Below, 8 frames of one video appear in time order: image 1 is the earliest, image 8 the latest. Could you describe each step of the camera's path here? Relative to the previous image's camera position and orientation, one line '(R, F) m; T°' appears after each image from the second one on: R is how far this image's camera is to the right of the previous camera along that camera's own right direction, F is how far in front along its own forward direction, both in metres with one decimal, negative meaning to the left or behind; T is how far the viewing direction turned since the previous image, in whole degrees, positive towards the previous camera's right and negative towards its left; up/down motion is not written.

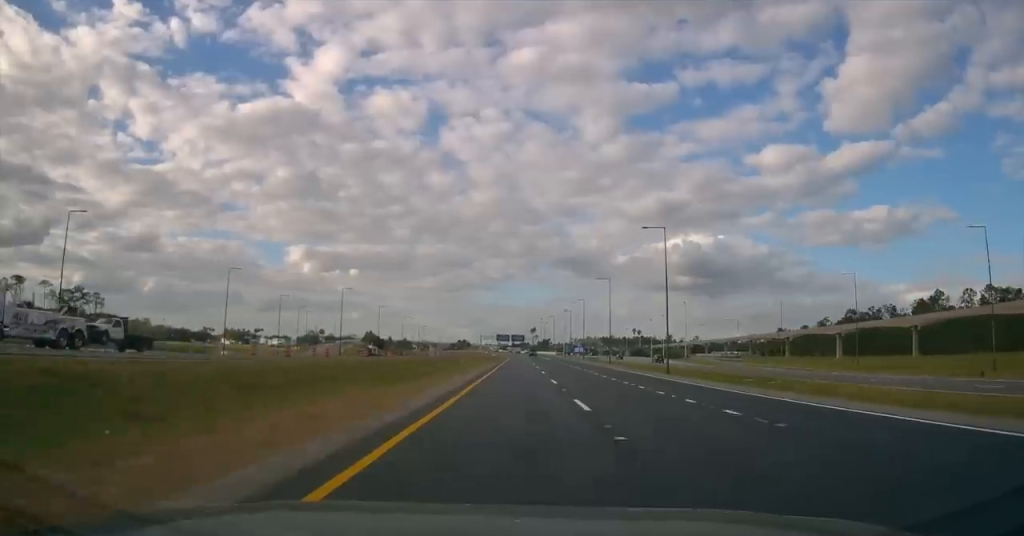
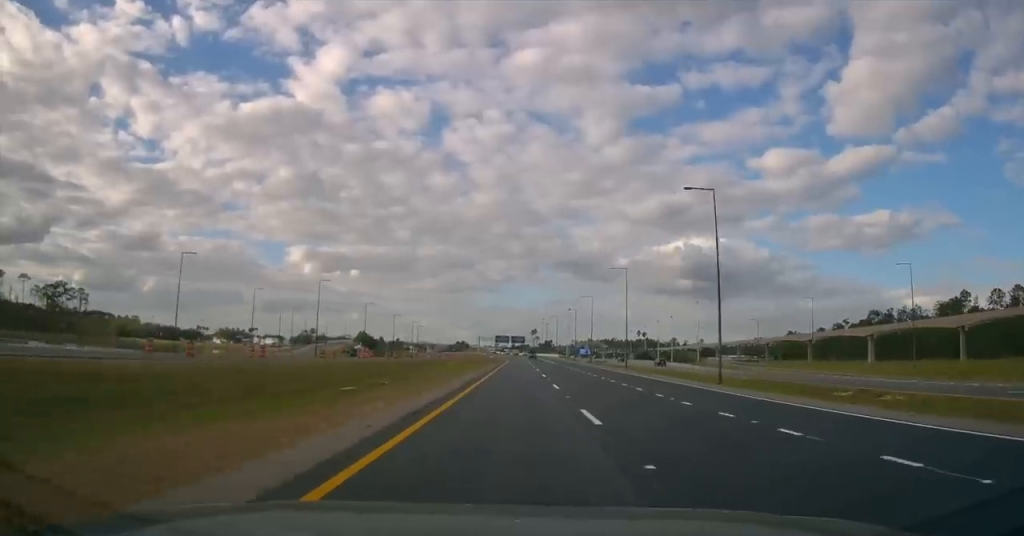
(0.0, +14.3) m; 0°
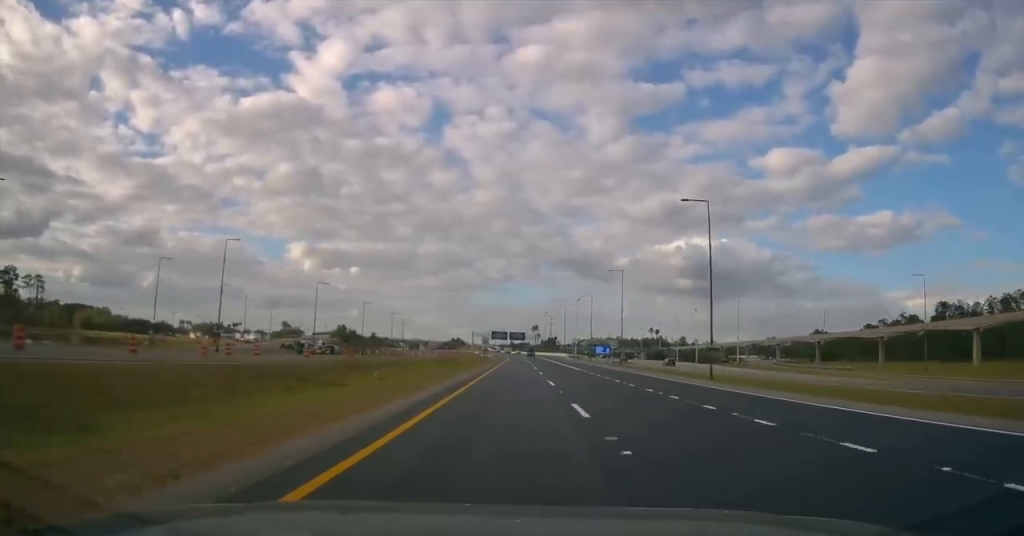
(+0.6, +35.2) m; +1°
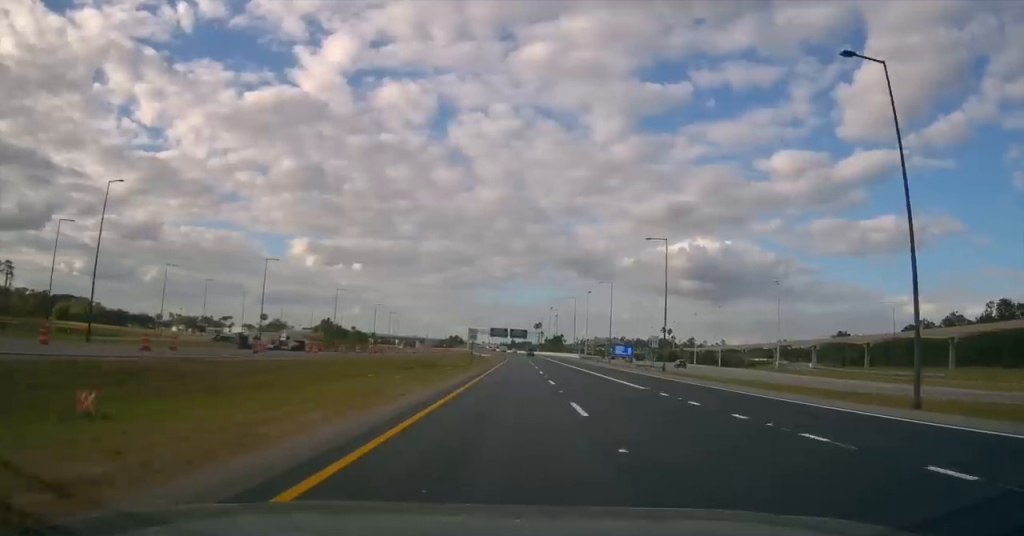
(-0.4, +23.6) m; -1°
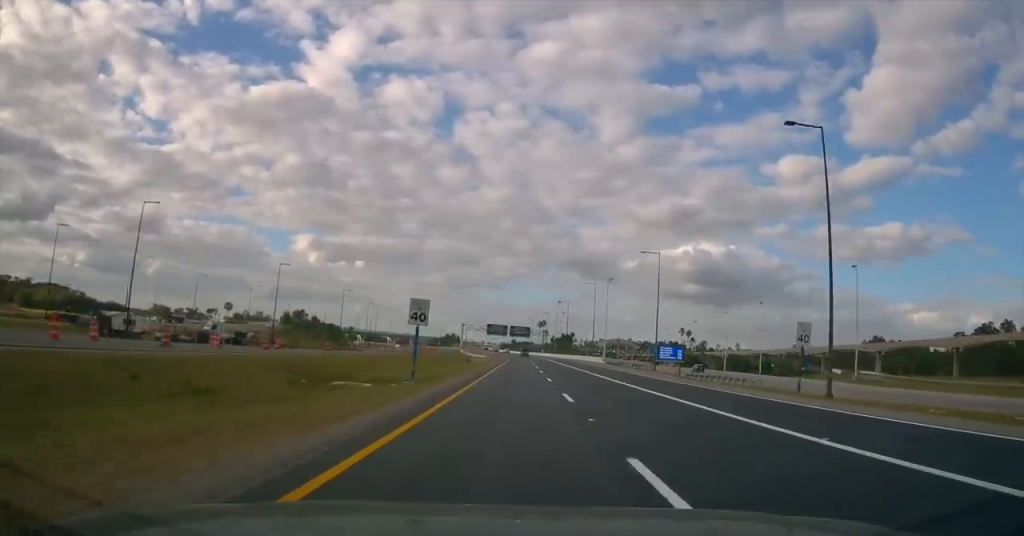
(+0.2, +30.9) m; +1°
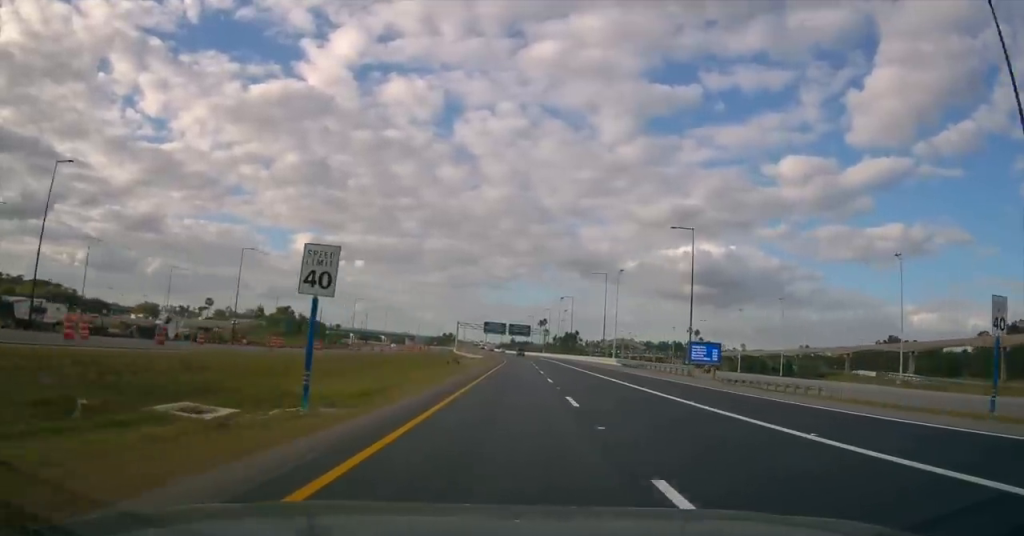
(+0.1, +12.5) m; 0°
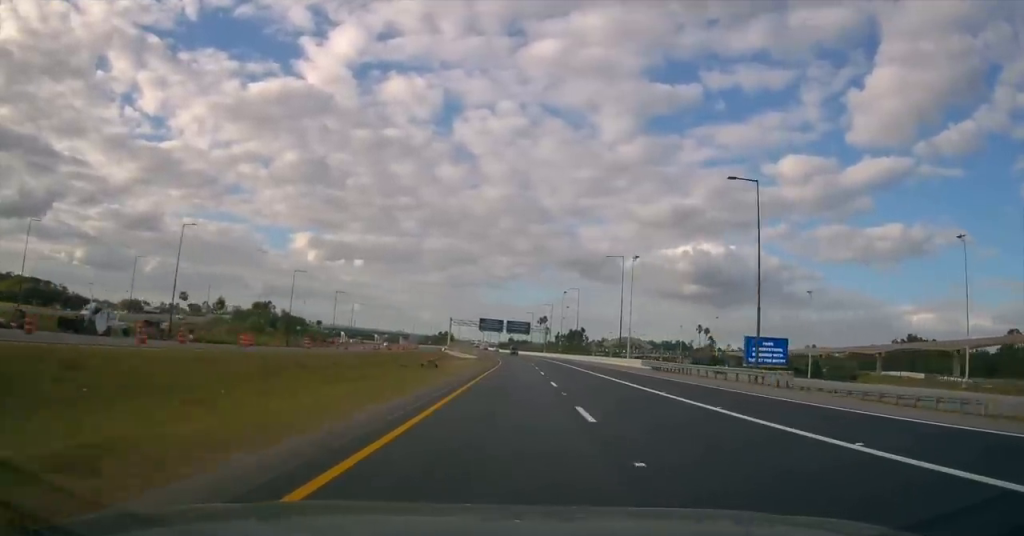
(-0.1, +13.9) m; -1°
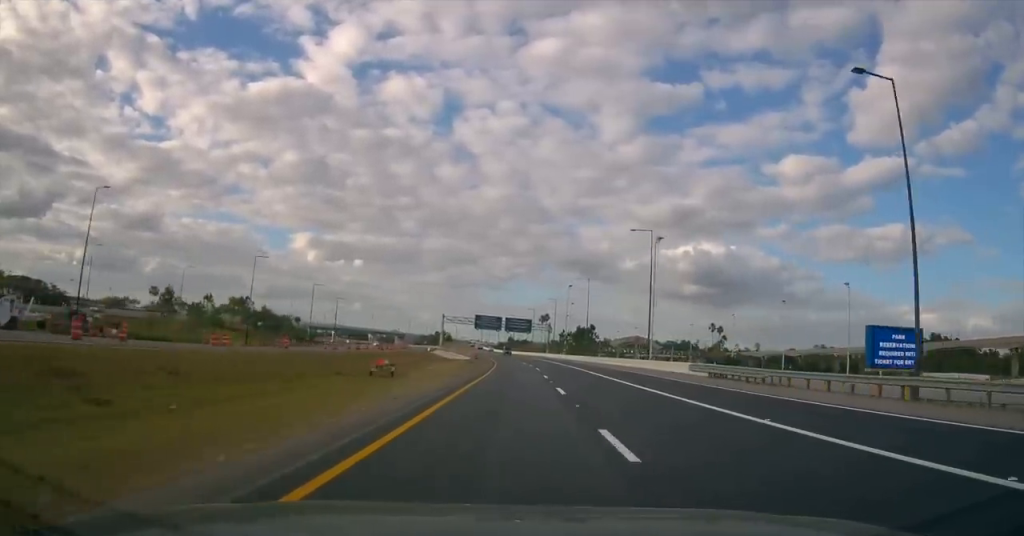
(-0.1, +13.6) m; 0°
